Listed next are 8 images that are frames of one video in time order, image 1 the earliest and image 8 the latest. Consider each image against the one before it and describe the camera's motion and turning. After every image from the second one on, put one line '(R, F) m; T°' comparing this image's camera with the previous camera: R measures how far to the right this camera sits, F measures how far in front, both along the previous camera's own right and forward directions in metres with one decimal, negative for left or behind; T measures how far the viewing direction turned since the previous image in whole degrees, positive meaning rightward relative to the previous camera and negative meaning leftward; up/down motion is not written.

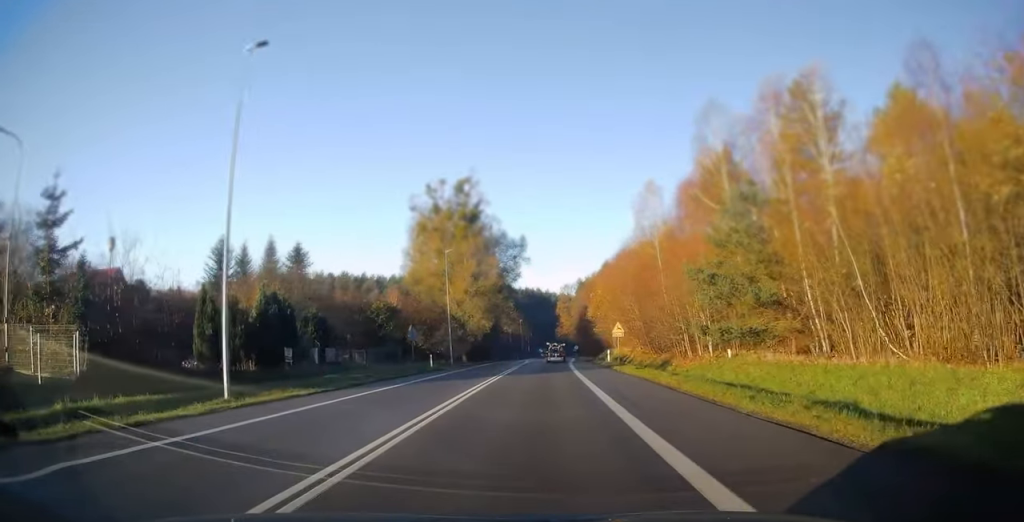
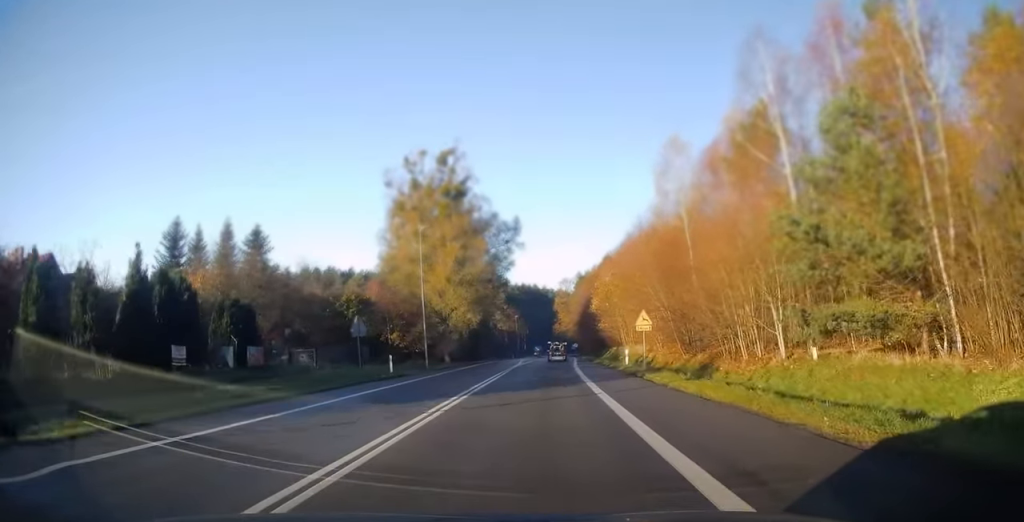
(+0.2, +11.4) m; +1°
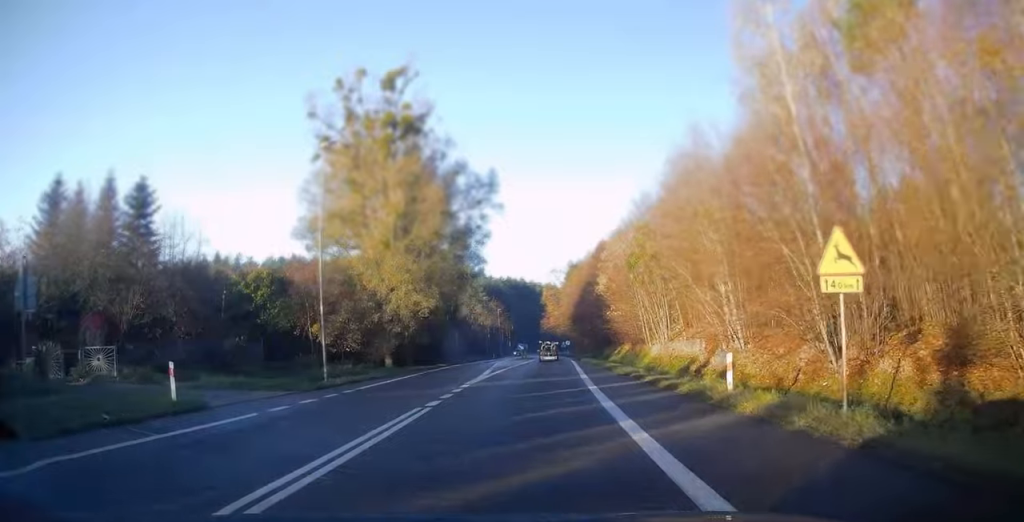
(0.0, +20.6) m; 0°
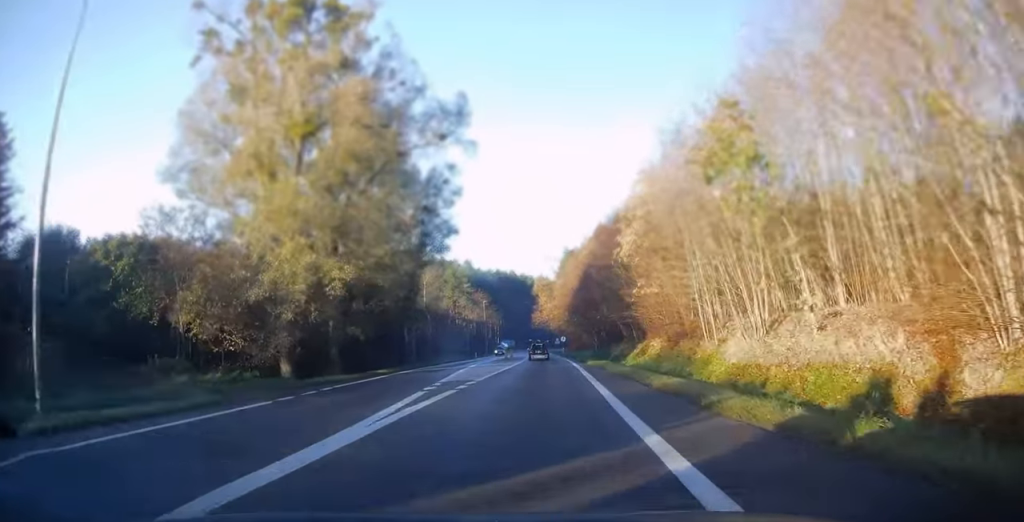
(0.0, +17.6) m; 0°
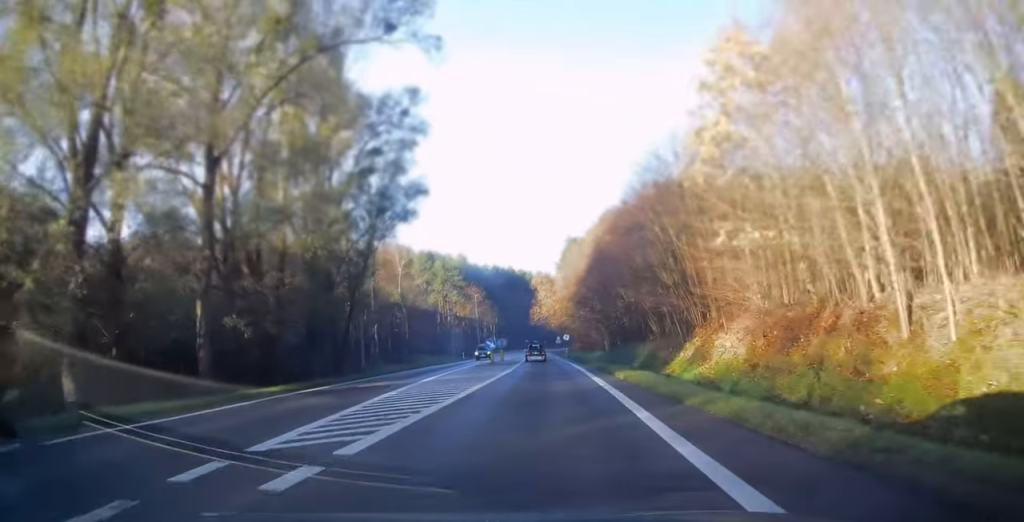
(0.0, +14.8) m; +1°
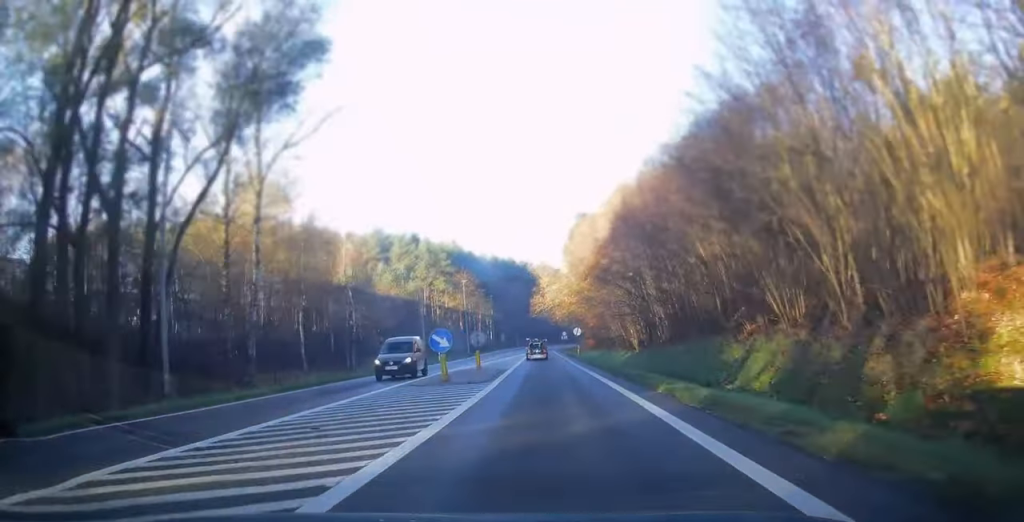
(+0.3, +21.2) m; +1°
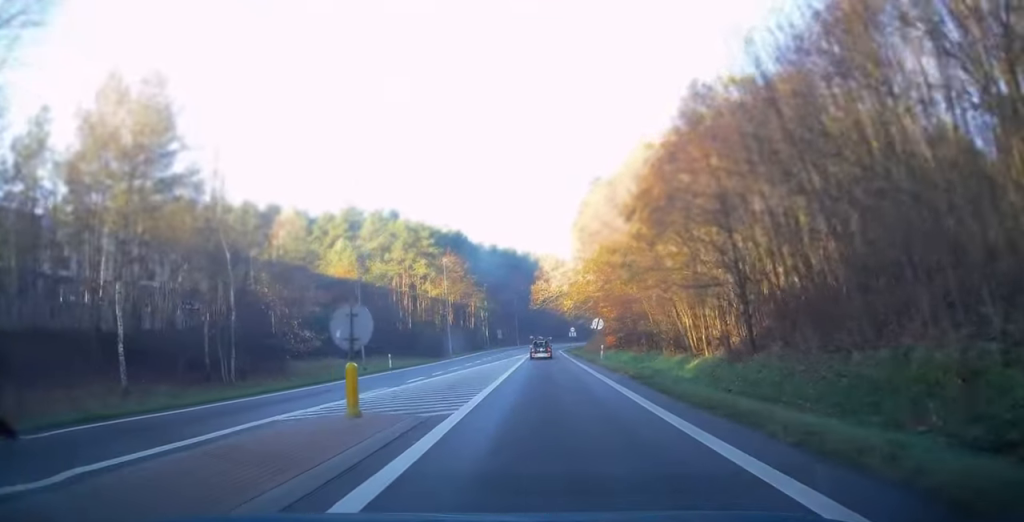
(-0.1, +21.2) m; -1°
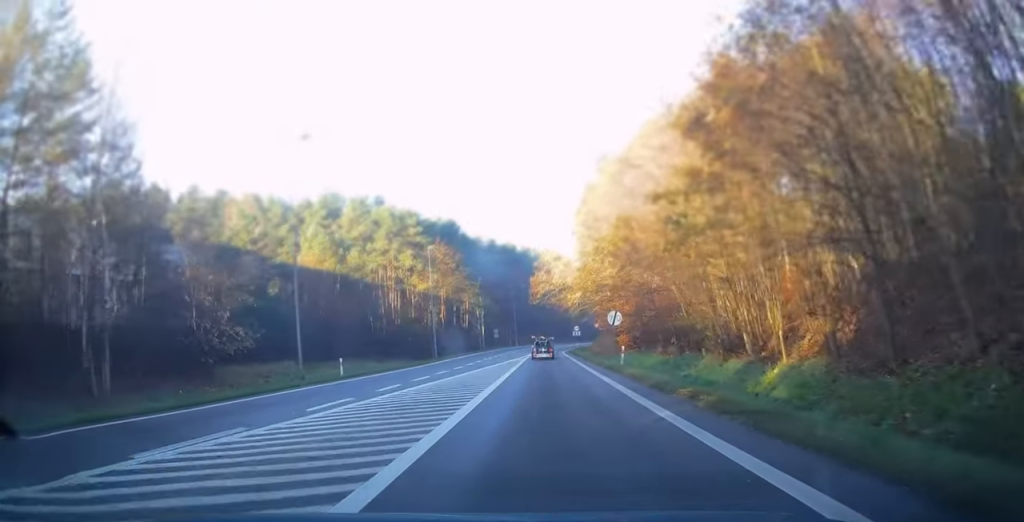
(-0.1, +10.1) m; -1°
